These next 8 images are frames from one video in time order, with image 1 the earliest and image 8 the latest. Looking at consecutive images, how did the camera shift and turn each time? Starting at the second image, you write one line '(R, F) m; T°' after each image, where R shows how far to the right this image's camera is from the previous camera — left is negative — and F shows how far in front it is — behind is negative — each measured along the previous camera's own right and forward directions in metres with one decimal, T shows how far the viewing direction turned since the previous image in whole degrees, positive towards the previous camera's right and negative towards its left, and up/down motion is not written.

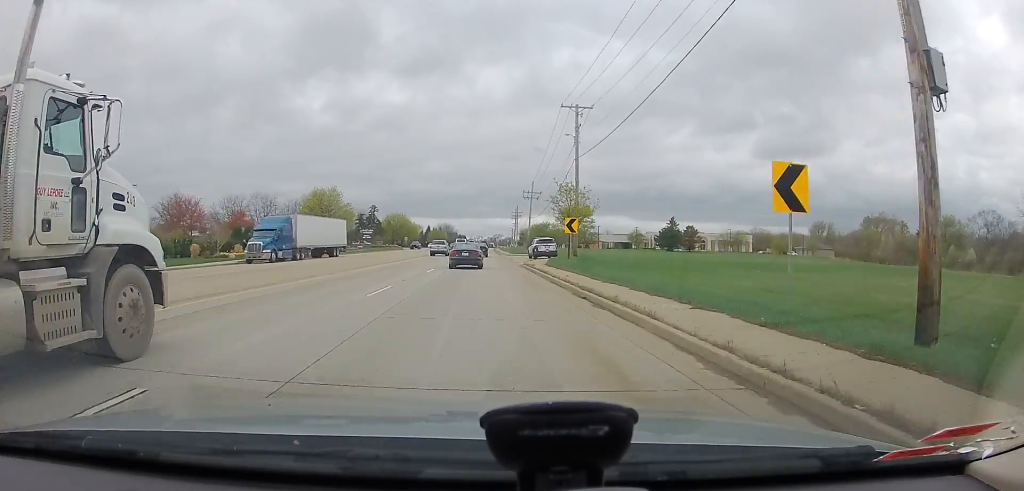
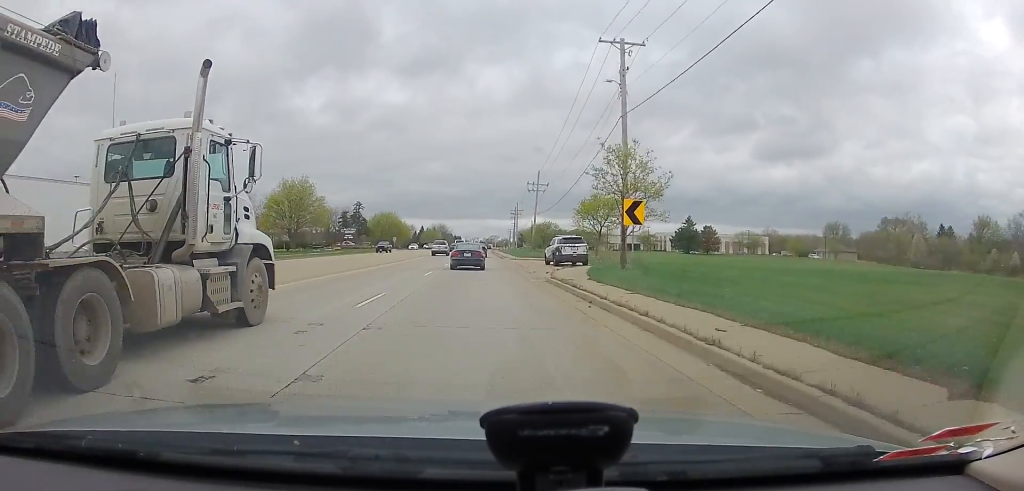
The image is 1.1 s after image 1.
(-0.5, +14.7) m; -1°
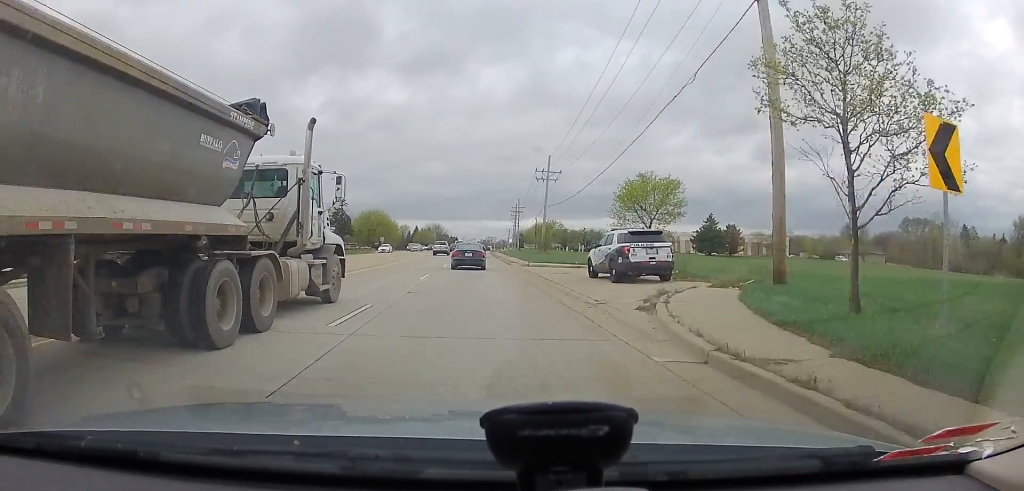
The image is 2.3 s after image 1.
(+0.5, +14.8) m; +3°
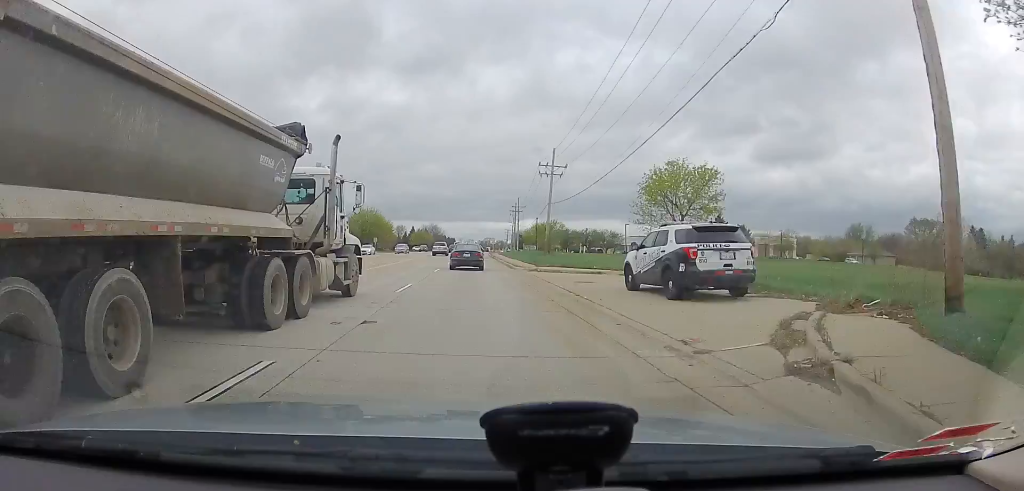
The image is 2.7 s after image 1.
(+0.1, +5.7) m; 0°
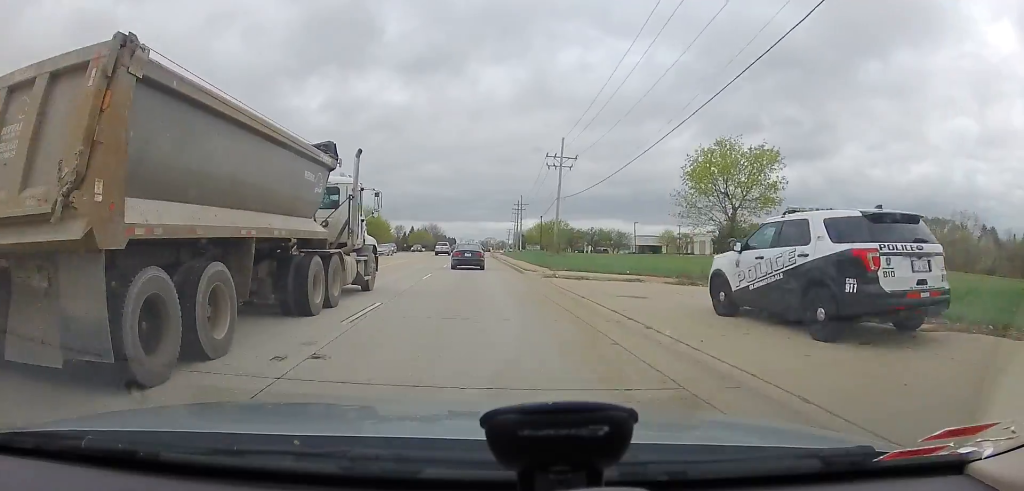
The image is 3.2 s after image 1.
(+0.1, +6.1) m; 0°
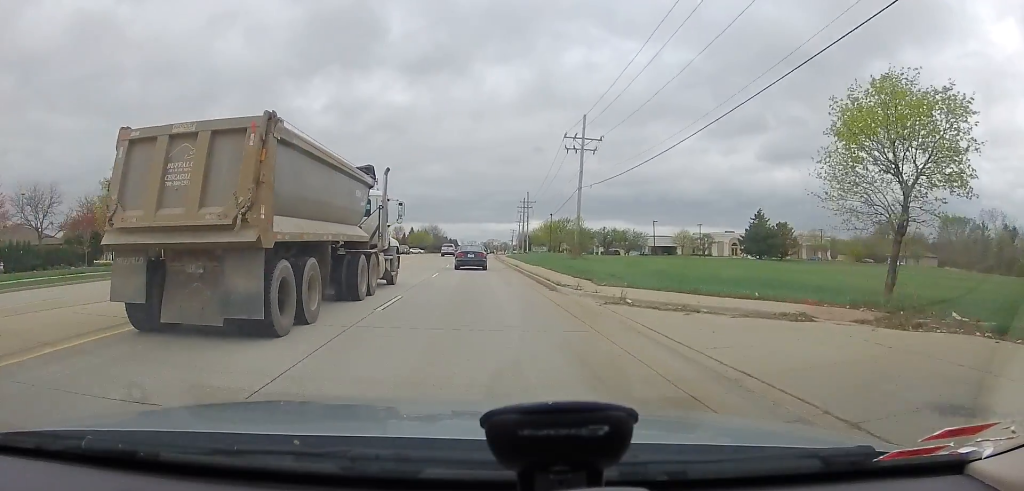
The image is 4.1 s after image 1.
(-0.2, +10.2) m; +1°
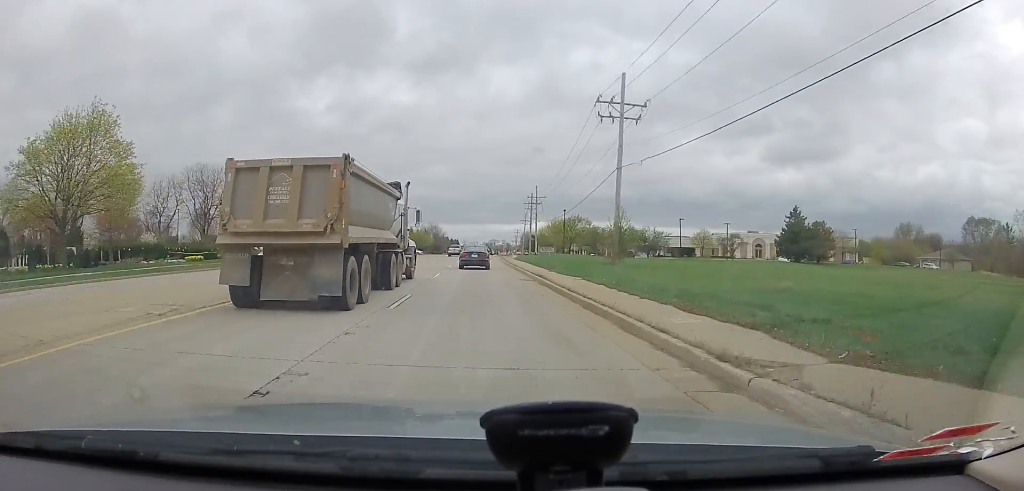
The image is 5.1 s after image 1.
(+0.4, +11.8) m; +3°
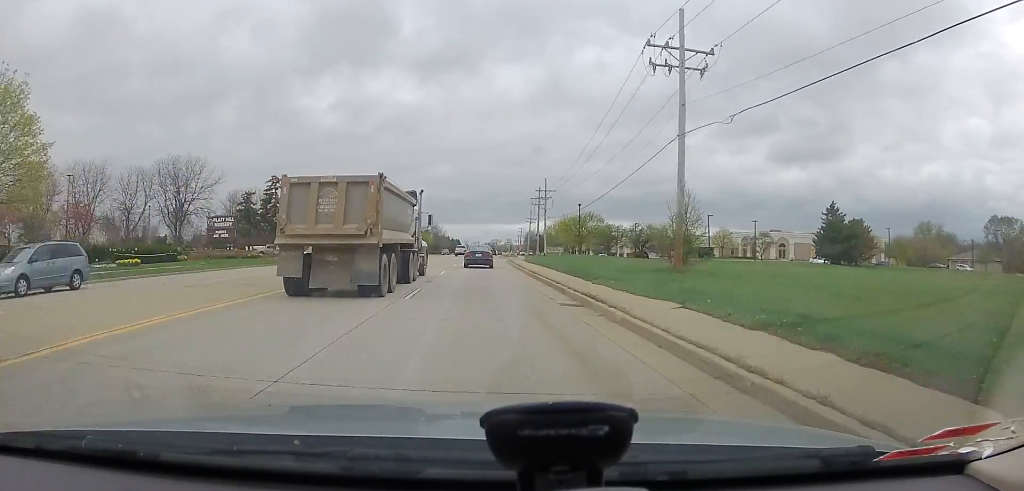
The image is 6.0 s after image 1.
(+0.2, +10.1) m; -1°
